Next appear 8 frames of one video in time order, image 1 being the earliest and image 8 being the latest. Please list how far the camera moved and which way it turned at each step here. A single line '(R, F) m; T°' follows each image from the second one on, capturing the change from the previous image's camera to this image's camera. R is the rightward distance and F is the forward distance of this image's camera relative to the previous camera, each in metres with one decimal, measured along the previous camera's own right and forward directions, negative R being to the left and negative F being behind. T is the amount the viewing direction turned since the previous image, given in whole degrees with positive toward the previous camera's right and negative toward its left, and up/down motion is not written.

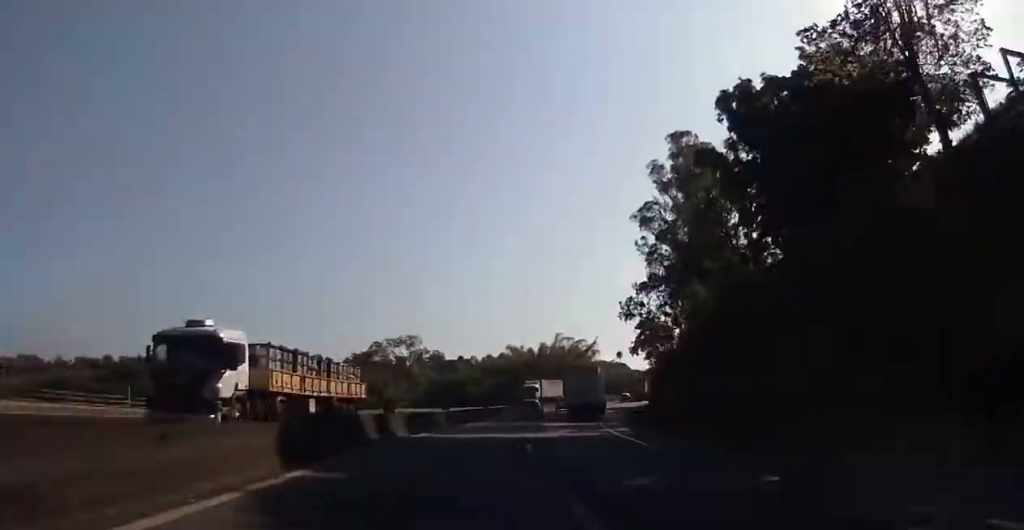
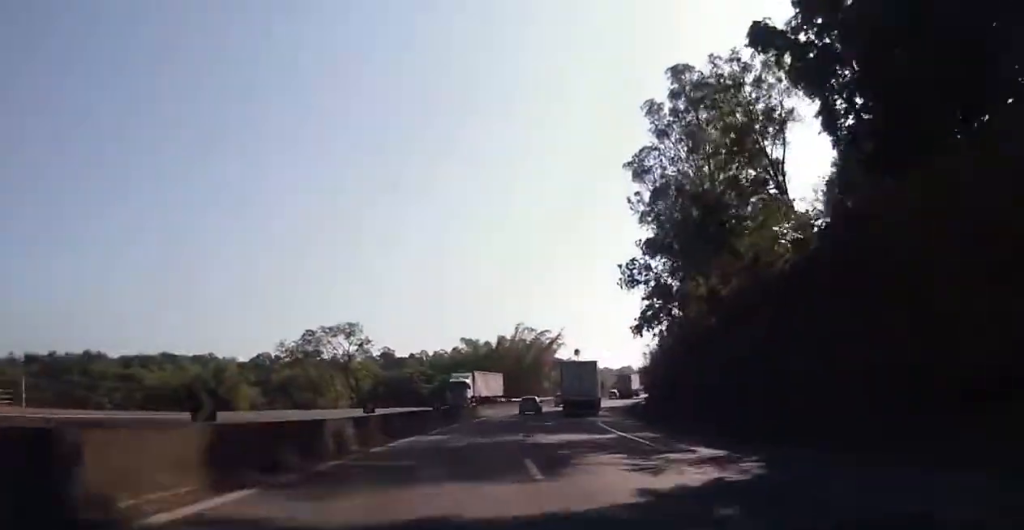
(+0.4, +17.7) m; +4°
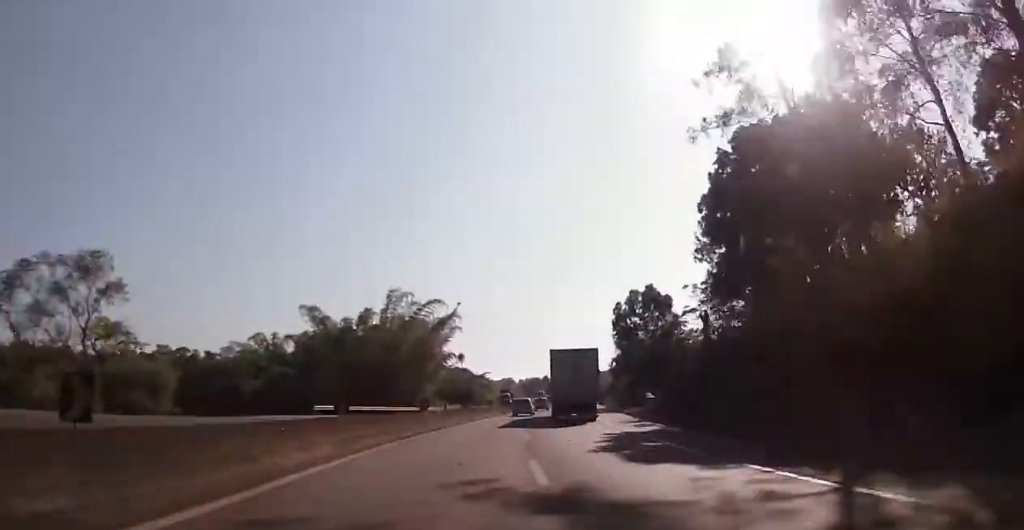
(+5.1, +48.3) m; +11°
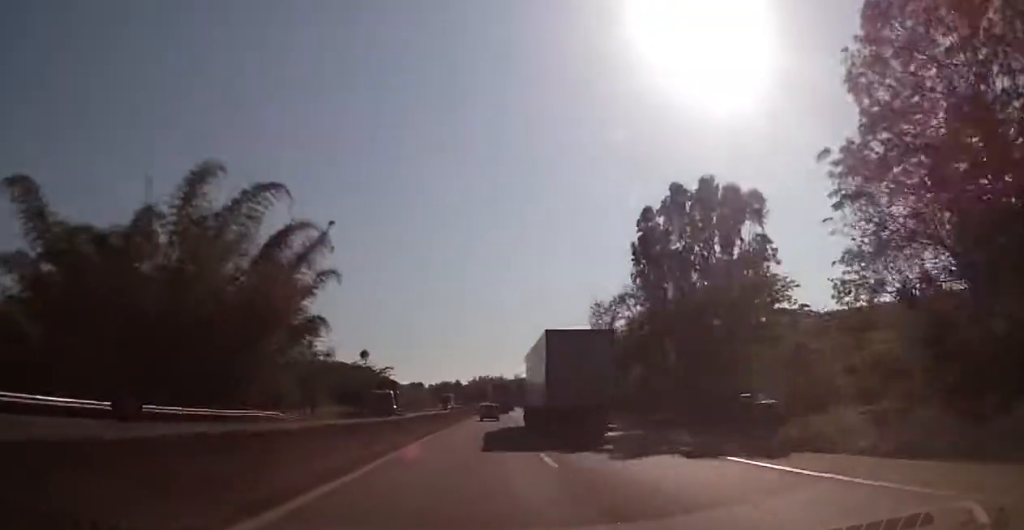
(+2.7, +44.0) m; +6°
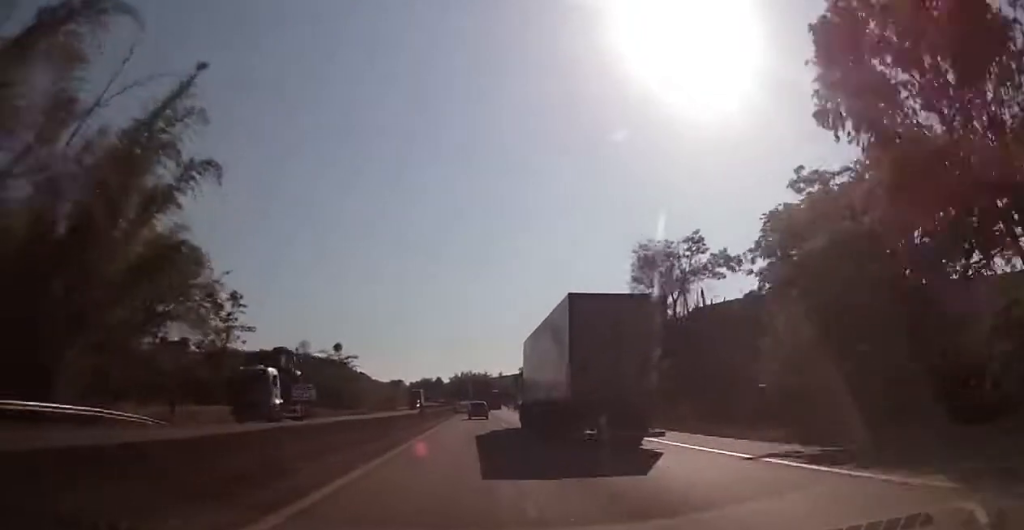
(+0.7, +25.2) m; +4°
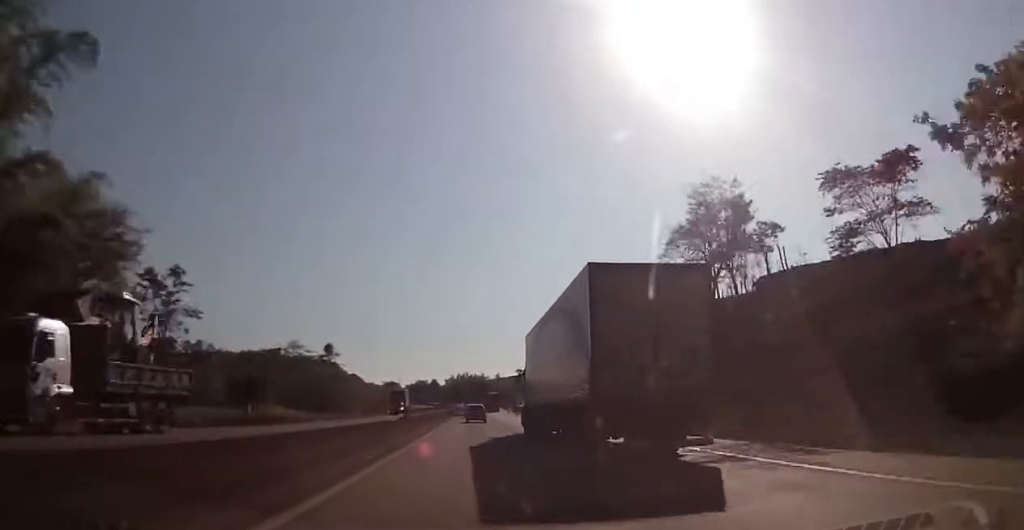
(+0.5, +12.8) m; +2°
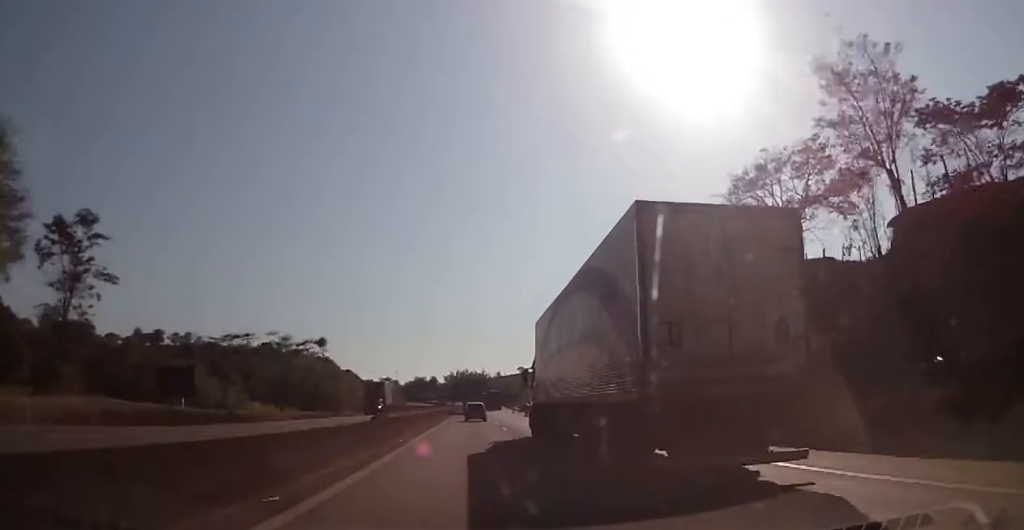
(+0.2, +13.8) m; +1°
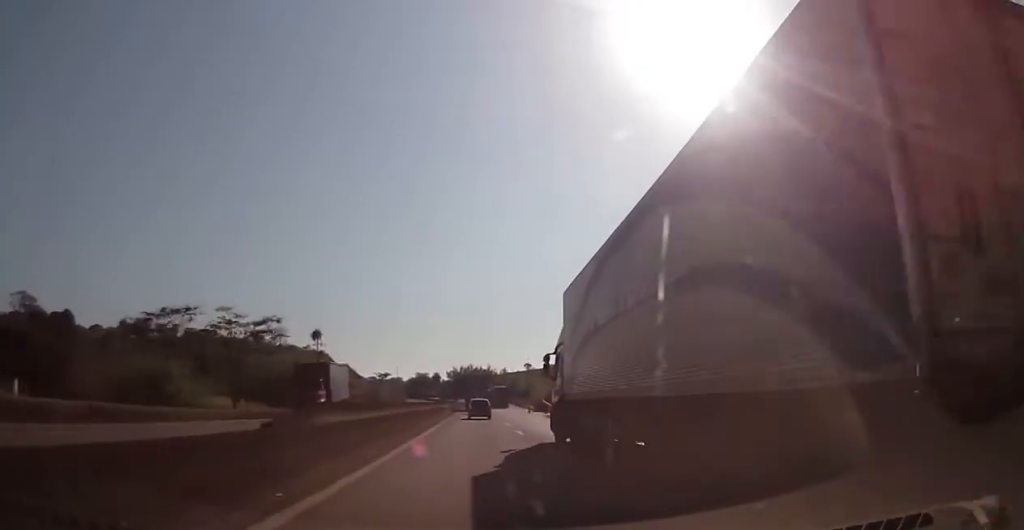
(+0.1, +19.0) m; +1°
